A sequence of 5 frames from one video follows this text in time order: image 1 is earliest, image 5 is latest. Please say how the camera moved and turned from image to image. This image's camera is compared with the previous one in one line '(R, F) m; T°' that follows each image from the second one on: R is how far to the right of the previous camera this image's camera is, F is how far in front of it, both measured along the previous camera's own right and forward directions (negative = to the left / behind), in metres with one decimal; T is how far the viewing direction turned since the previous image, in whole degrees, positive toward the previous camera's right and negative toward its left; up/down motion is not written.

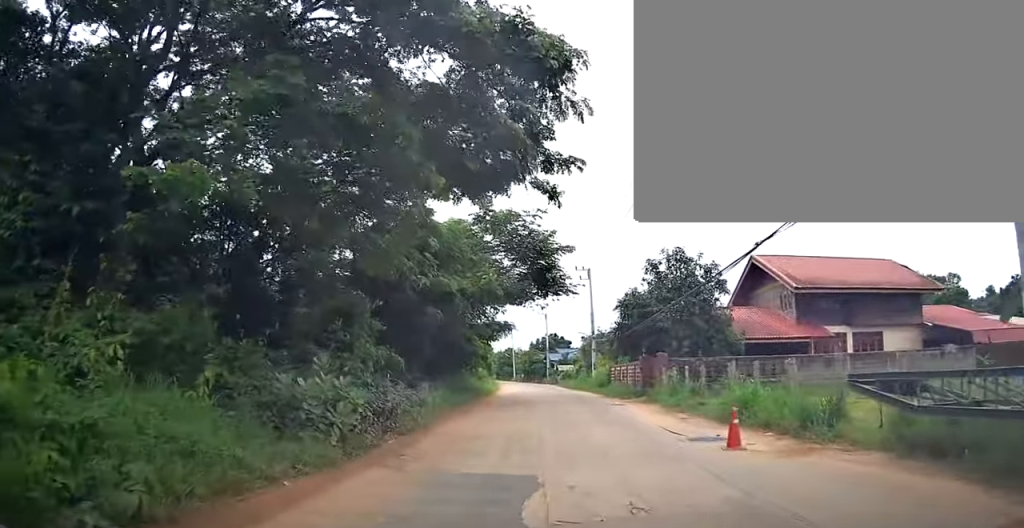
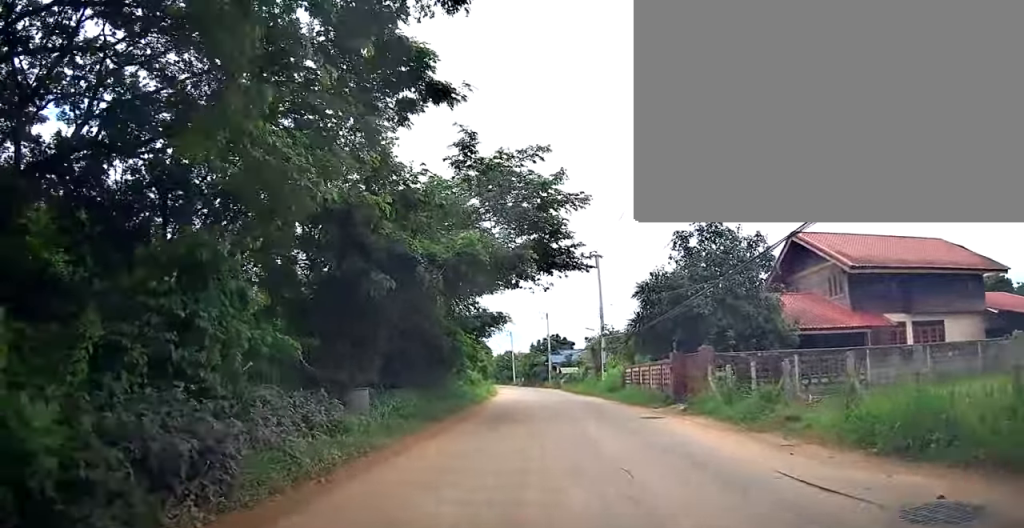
(0.0, +5.9) m; 0°
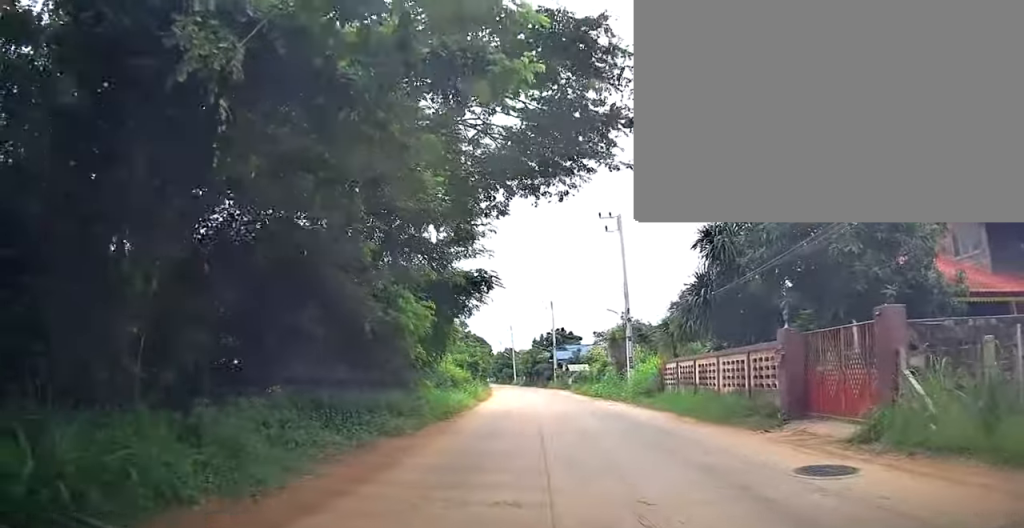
(0.0, +9.0) m; -1°
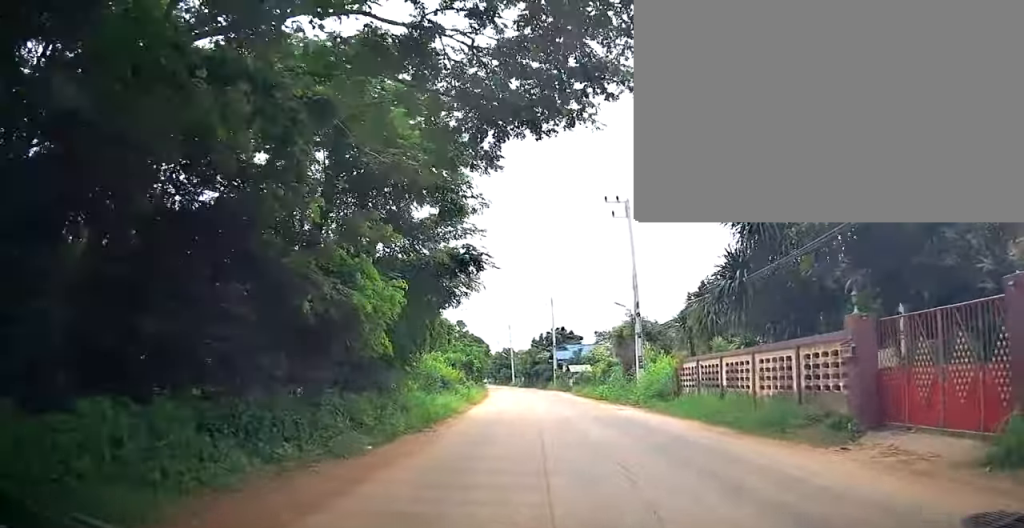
(-0.1, +2.7) m; 0°
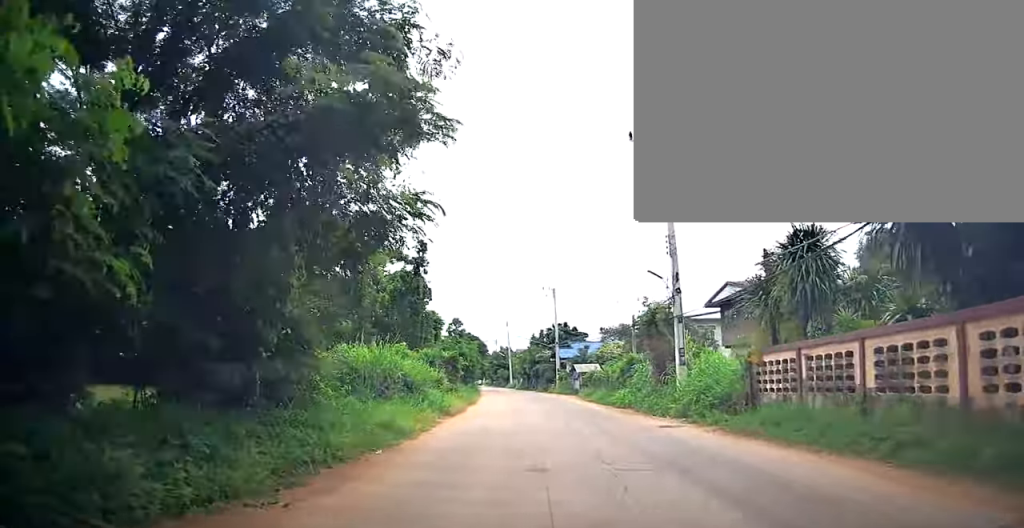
(+0.2, +6.7) m; +1°
